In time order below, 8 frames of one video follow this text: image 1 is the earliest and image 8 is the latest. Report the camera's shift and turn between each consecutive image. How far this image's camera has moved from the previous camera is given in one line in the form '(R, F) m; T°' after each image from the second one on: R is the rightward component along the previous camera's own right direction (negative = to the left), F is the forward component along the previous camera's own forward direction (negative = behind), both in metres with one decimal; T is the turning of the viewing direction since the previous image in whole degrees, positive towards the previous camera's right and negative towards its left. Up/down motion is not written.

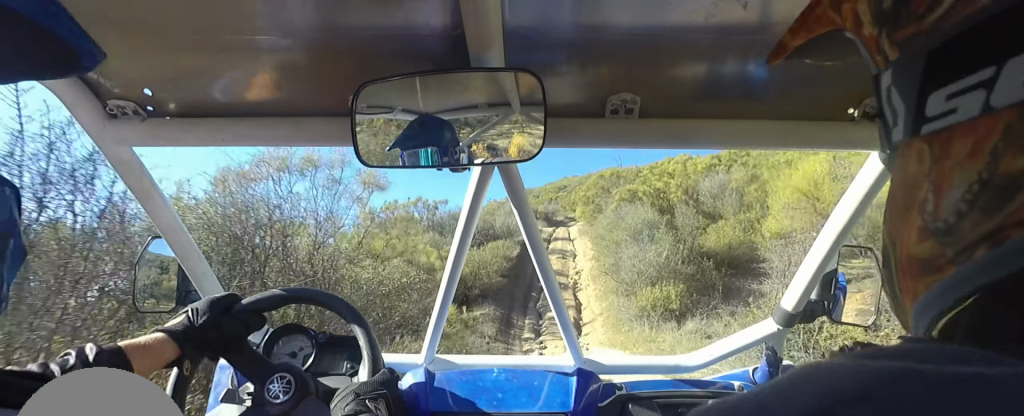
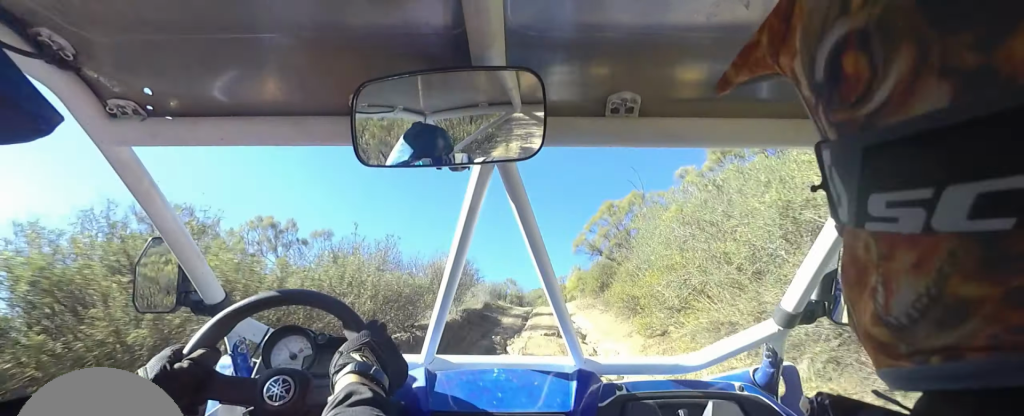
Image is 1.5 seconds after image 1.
(+2.0, +11.7) m; +13°
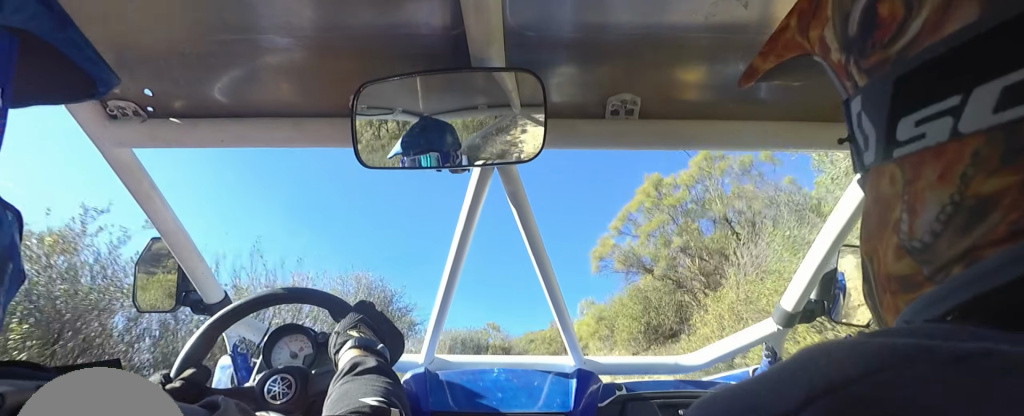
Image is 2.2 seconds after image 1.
(0.0, +6.7) m; +3°
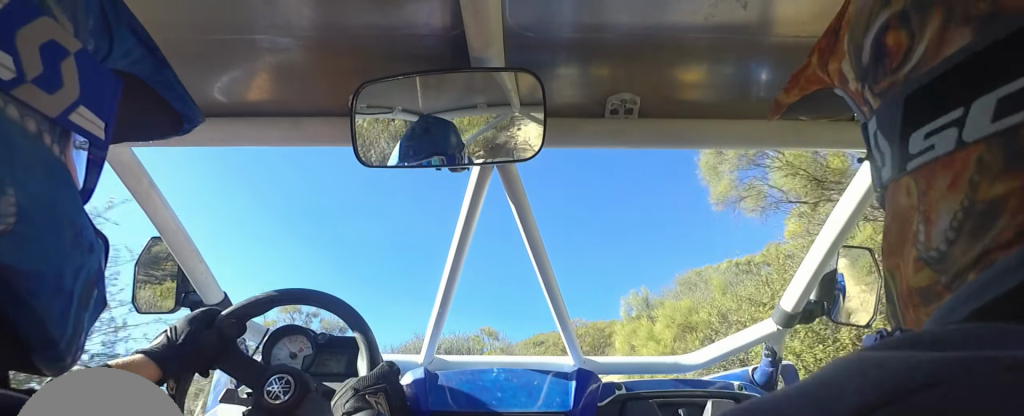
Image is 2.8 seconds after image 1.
(+0.4, +5.3) m; 0°
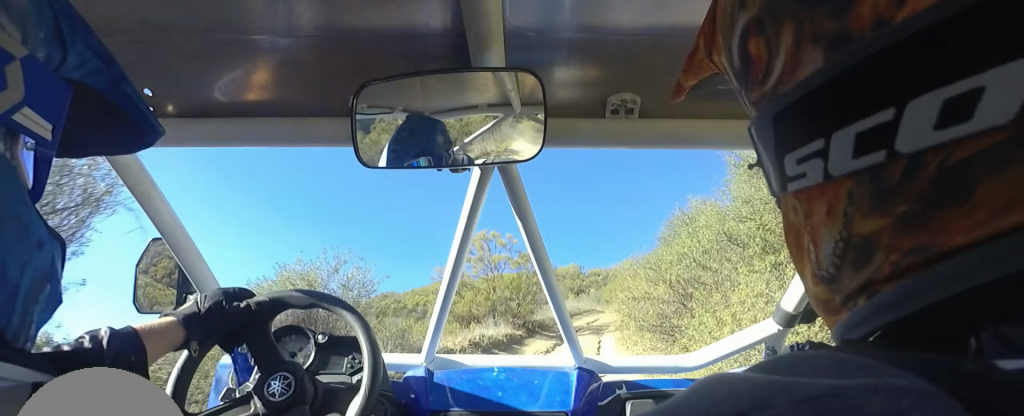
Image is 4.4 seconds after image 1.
(-0.6, +14.3) m; -1°
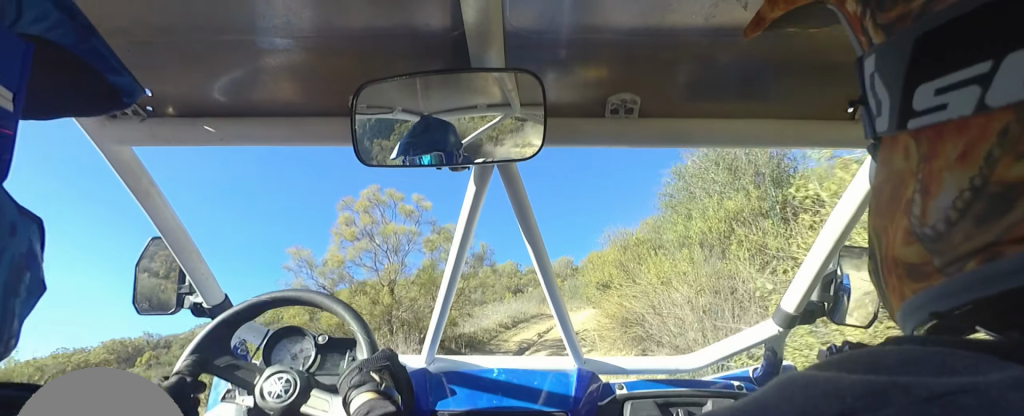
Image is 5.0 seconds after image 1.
(-0.3, +4.9) m; +7°
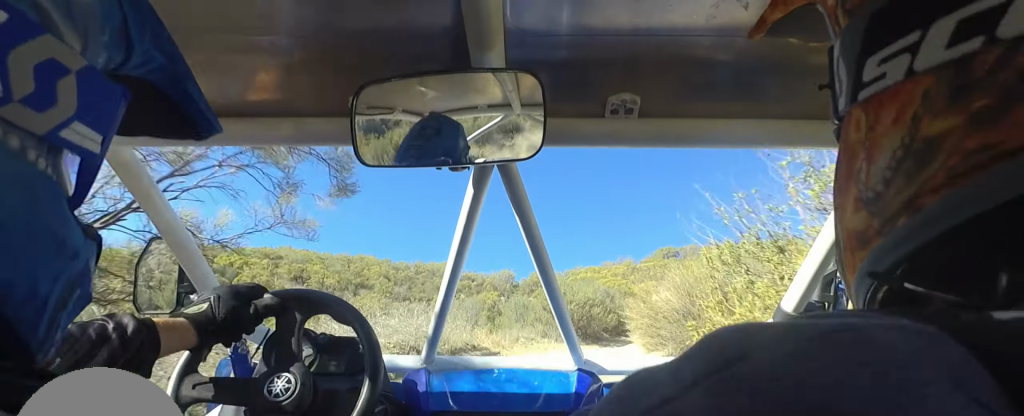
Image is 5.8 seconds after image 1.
(+1.3, +7.0) m; +13°
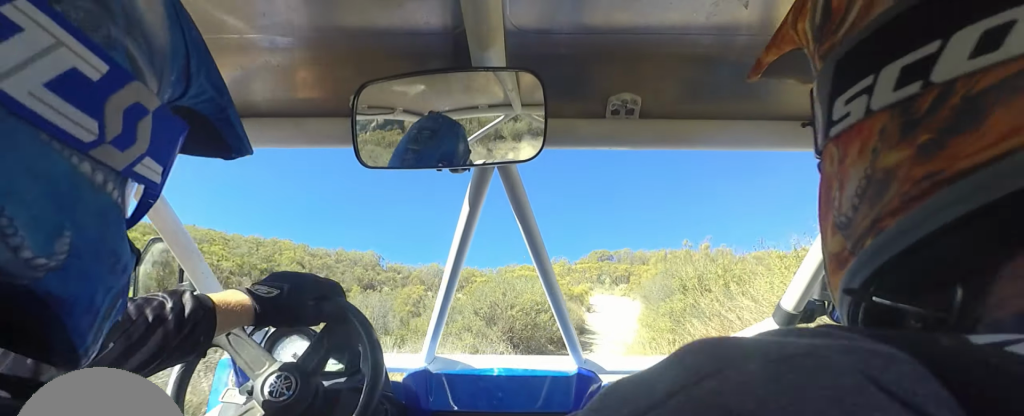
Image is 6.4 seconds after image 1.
(+0.4, +4.4) m; +8°
